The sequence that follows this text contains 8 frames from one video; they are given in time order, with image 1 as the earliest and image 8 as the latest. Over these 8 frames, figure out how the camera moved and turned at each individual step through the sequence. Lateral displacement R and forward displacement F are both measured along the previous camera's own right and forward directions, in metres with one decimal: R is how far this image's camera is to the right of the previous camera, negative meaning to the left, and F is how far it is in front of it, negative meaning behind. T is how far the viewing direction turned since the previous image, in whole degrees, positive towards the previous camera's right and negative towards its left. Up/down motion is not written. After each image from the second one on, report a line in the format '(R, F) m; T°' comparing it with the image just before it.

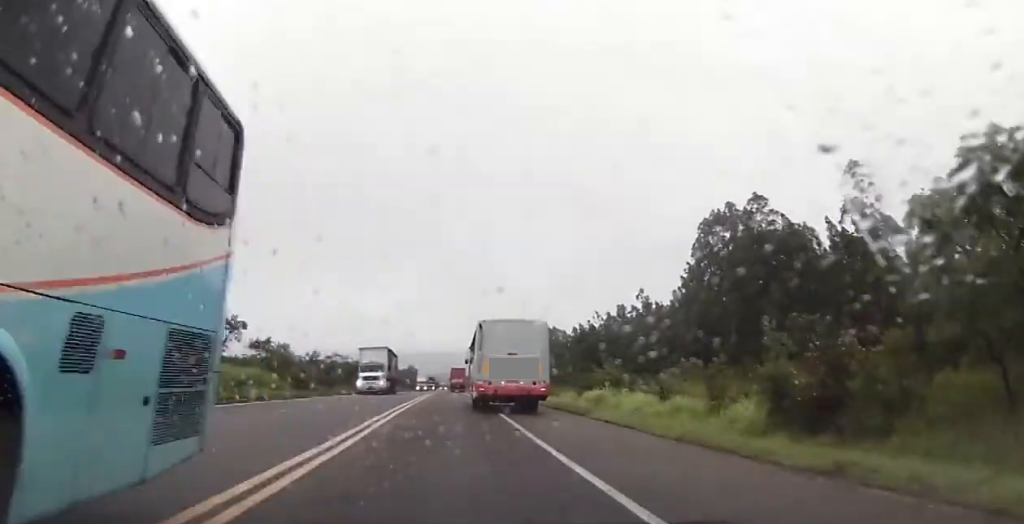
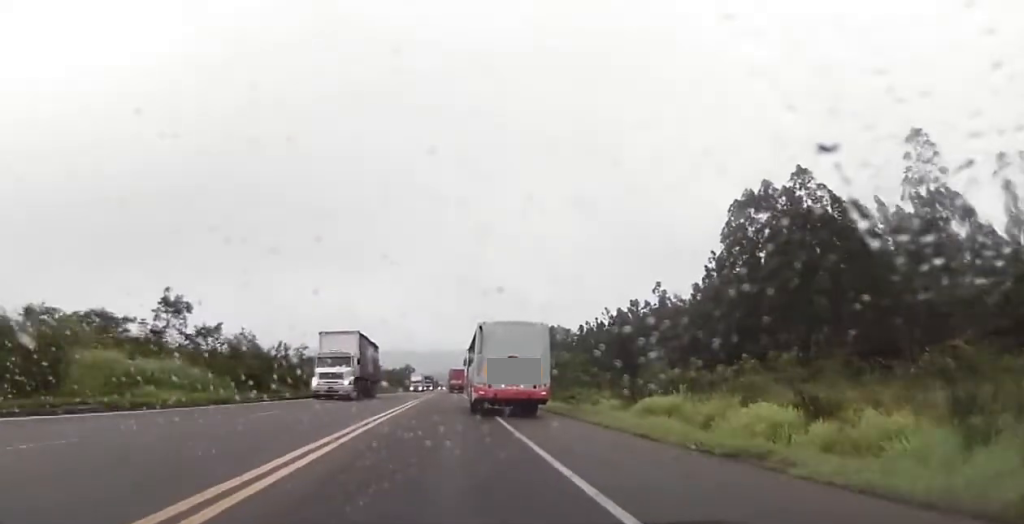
(+0.2, +13.8) m; 0°
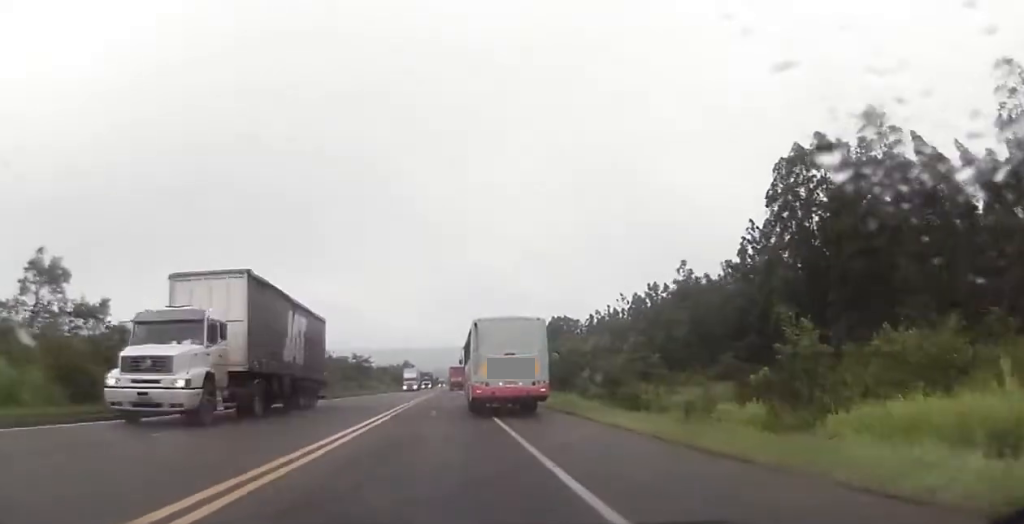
(0.0, +17.5) m; 0°
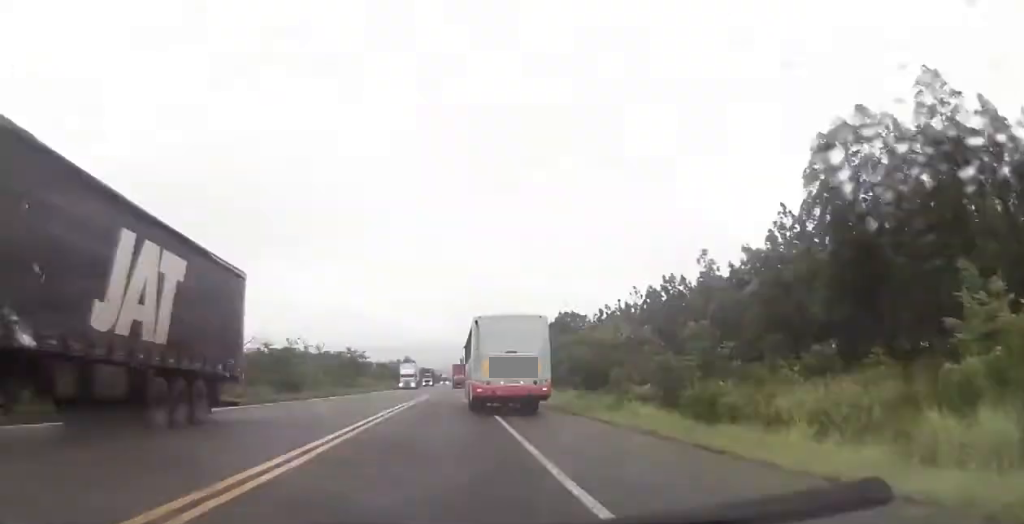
(-0.1, +9.8) m; 0°
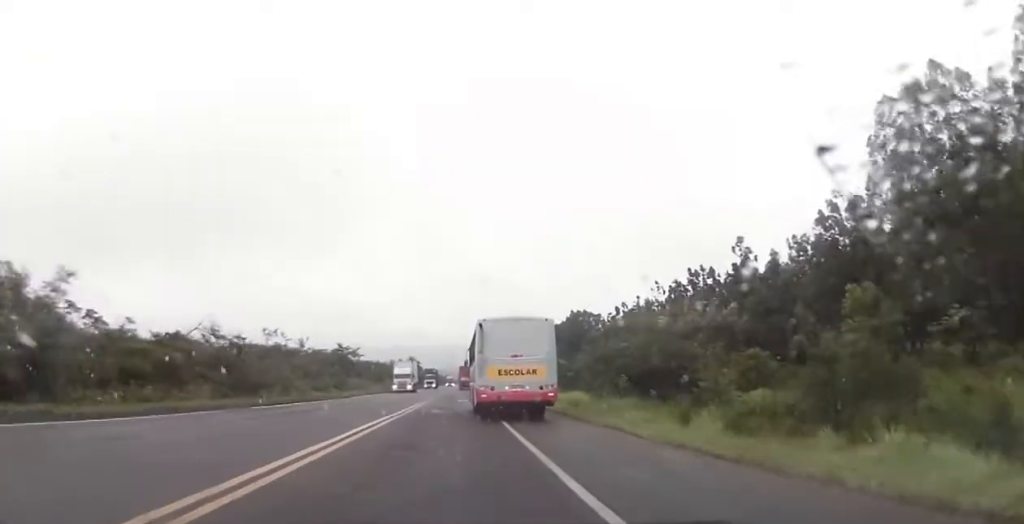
(+0.2, +13.6) m; +1°
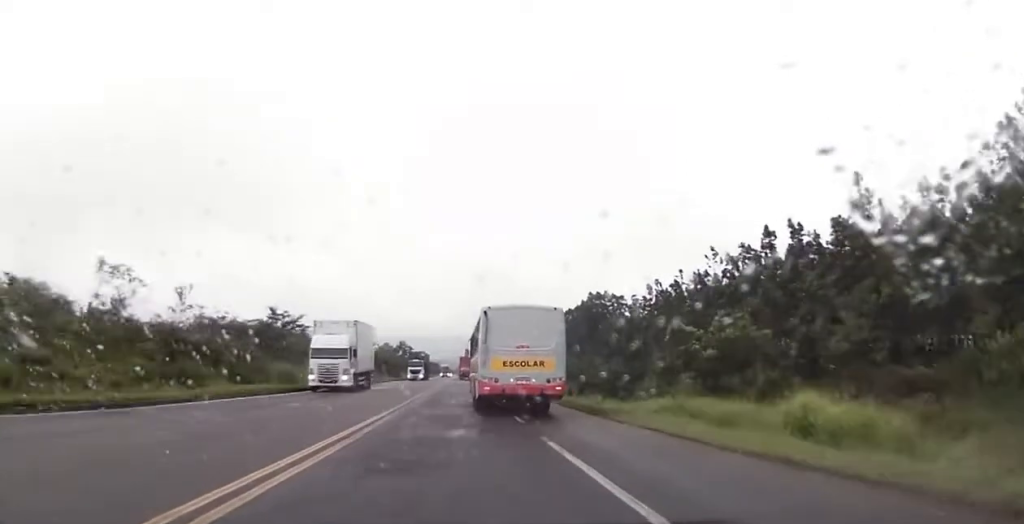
(-0.6, +35.8) m; -1°
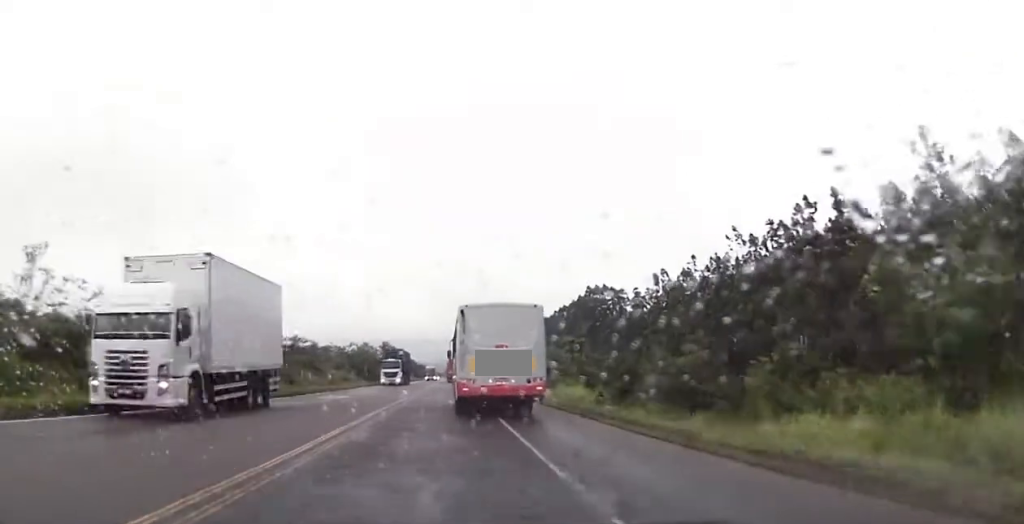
(+0.2, +16.4) m; +1°
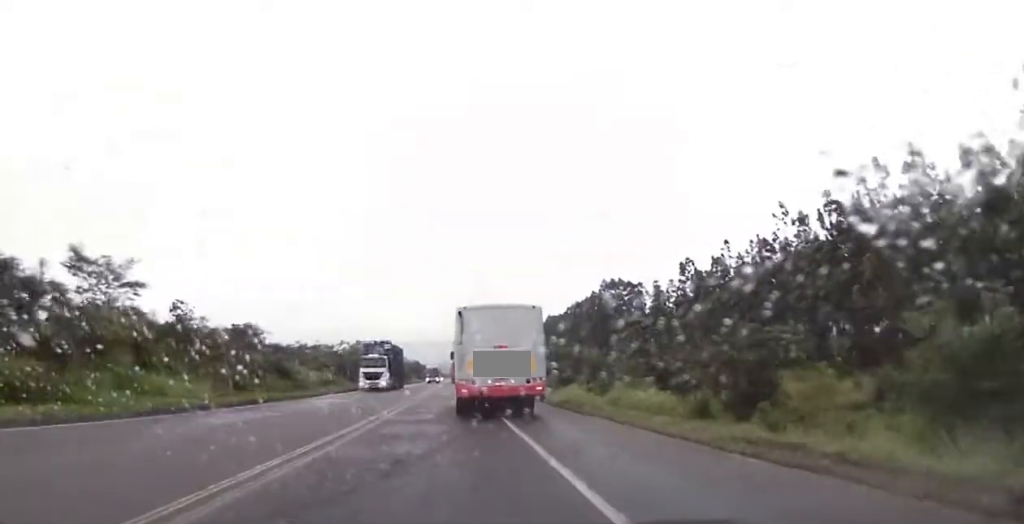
(+0.2, +16.4) m; +1°
